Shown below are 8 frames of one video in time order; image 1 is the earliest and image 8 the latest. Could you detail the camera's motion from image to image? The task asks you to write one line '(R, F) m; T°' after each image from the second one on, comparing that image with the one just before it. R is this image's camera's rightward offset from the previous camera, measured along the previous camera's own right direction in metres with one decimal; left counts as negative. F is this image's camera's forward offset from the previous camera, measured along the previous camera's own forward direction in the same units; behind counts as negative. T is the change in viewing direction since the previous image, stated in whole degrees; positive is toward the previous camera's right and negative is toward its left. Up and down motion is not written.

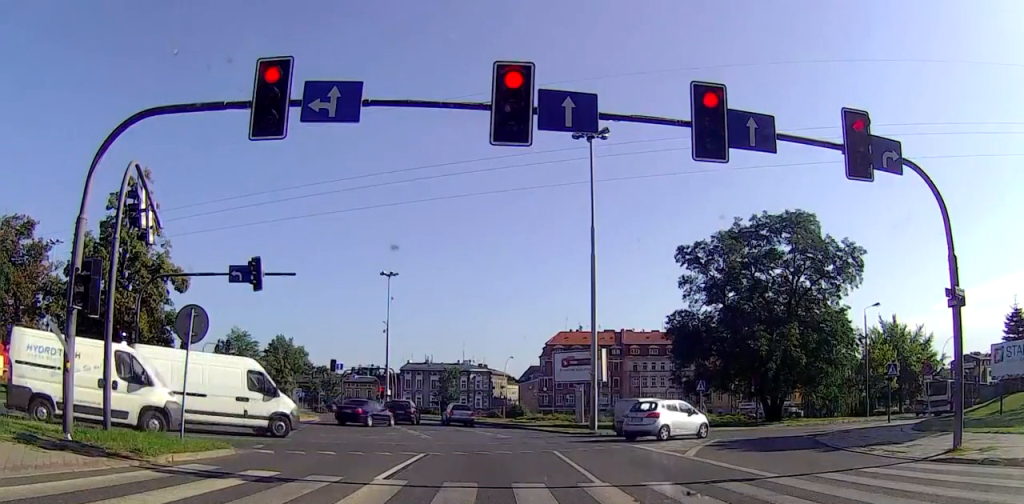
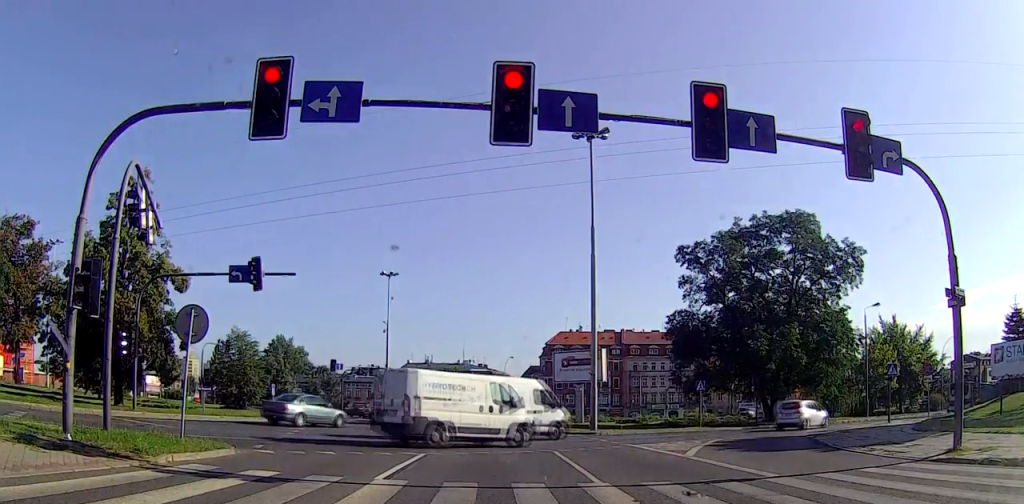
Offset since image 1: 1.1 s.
(0.0, 0.0) m; 0°
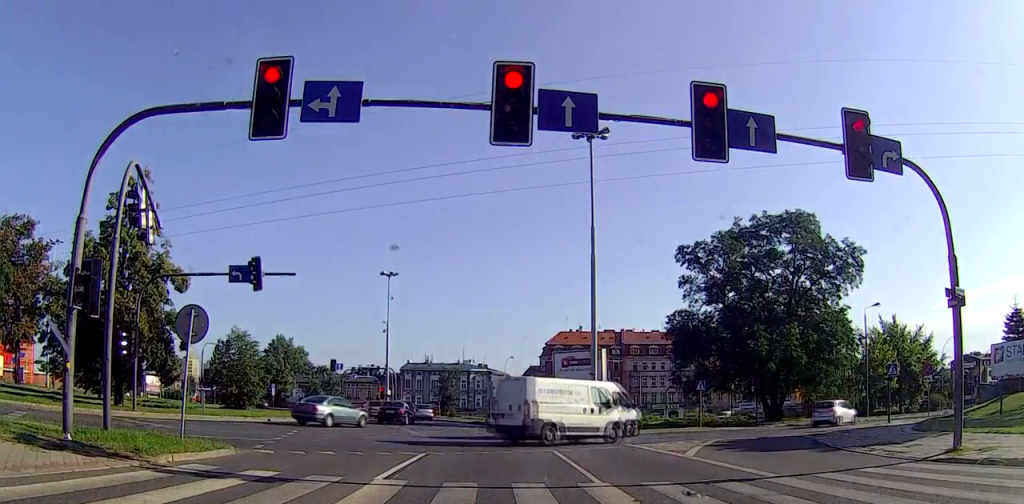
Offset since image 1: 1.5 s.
(0.0, 0.0) m; 0°
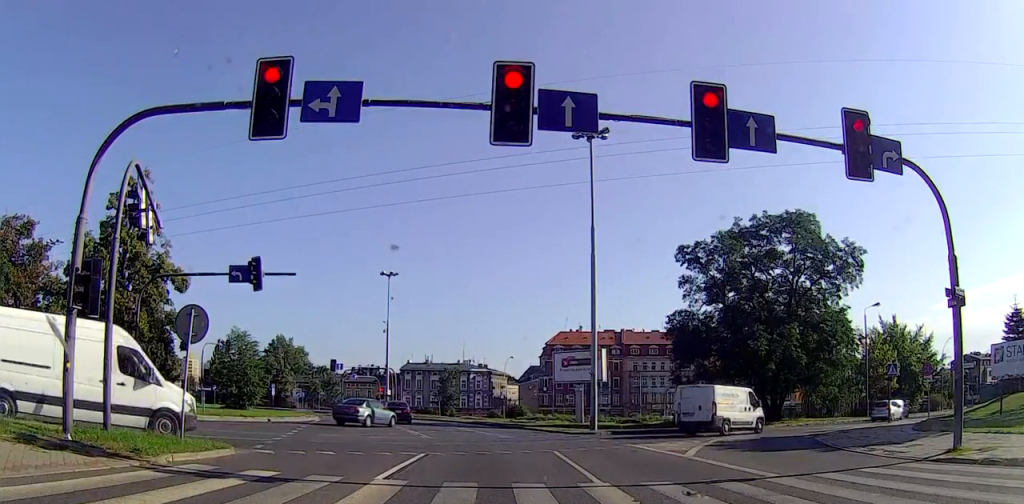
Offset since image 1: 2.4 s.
(0.0, 0.0) m; 0°
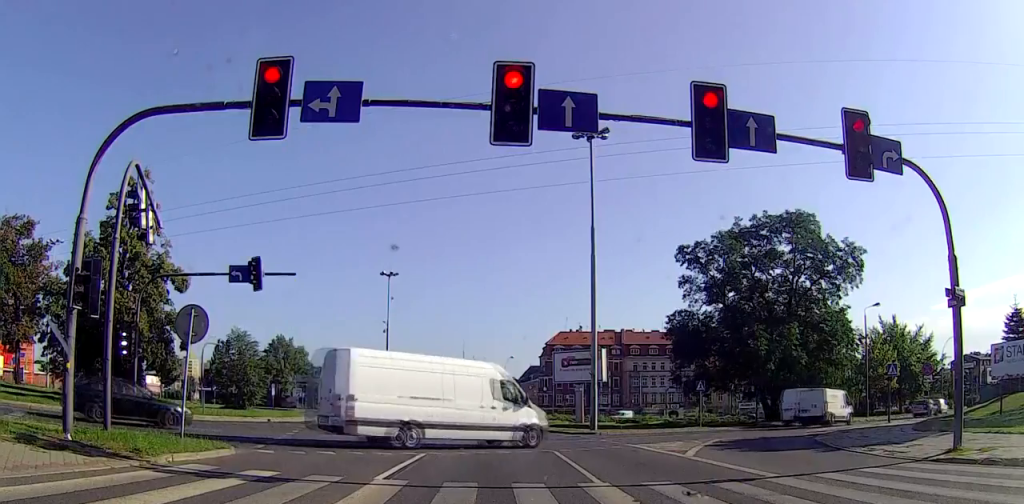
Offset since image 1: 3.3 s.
(0.0, 0.0) m; 0°
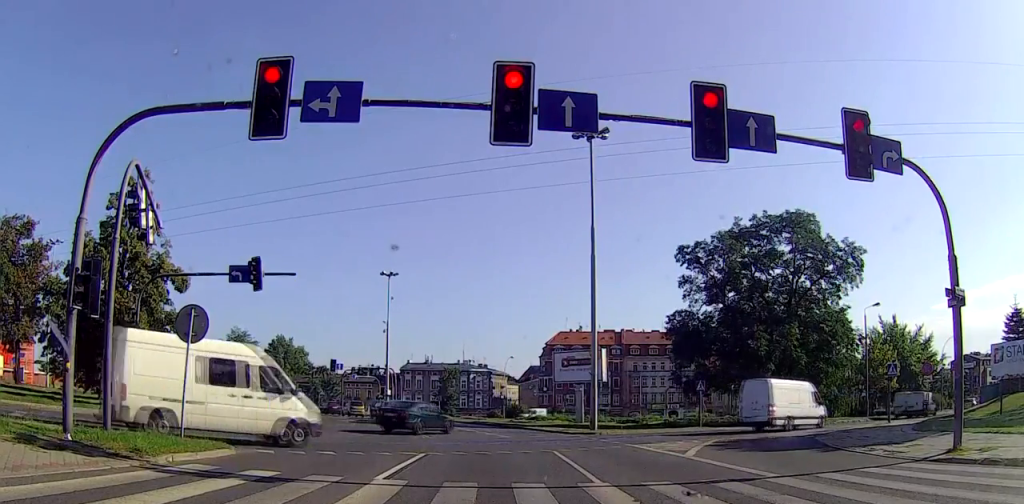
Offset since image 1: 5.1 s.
(0.0, 0.0) m; 0°
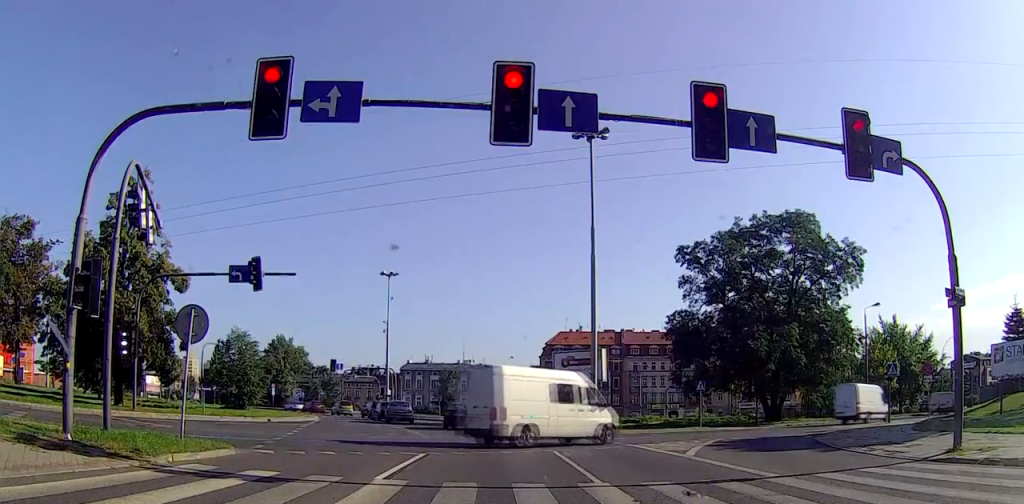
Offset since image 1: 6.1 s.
(0.0, 0.0) m; 0°
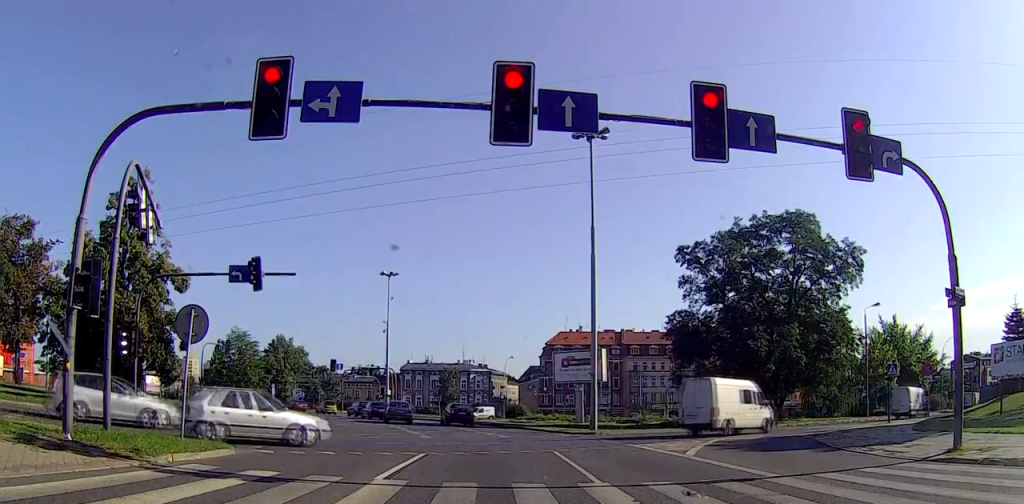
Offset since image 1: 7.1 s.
(0.0, 0.0) m; 0°
